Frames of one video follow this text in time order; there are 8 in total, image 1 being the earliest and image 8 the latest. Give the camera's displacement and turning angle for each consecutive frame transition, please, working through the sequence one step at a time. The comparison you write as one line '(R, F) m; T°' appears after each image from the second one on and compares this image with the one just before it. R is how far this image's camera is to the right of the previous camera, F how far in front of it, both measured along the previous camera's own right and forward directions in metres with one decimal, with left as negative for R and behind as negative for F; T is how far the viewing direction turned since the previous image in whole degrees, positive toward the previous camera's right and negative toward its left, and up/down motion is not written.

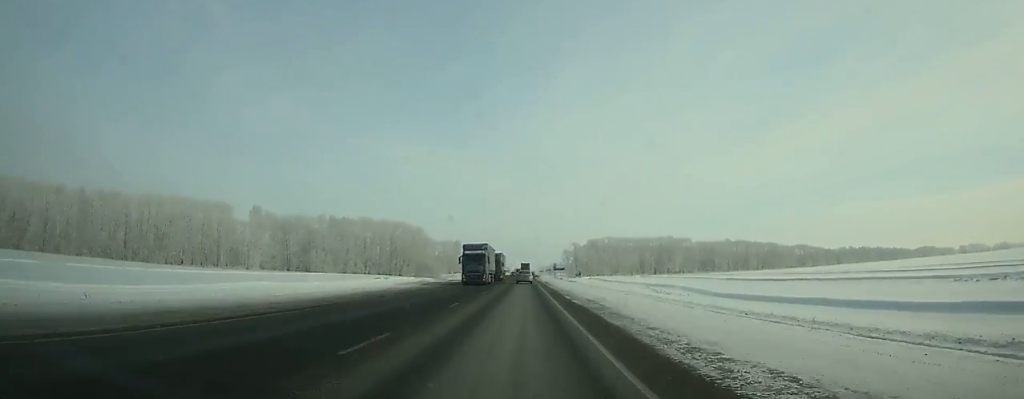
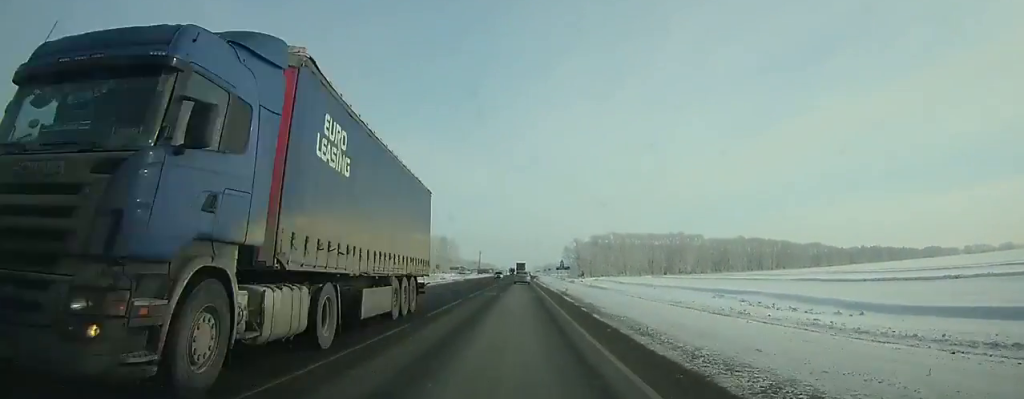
(0.0, +40.2) m; 0°
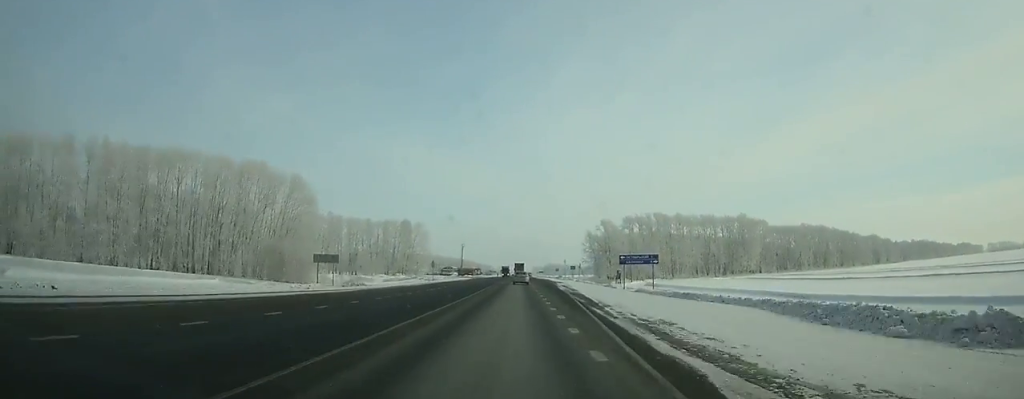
(+0.2, +101.2) m; 0°
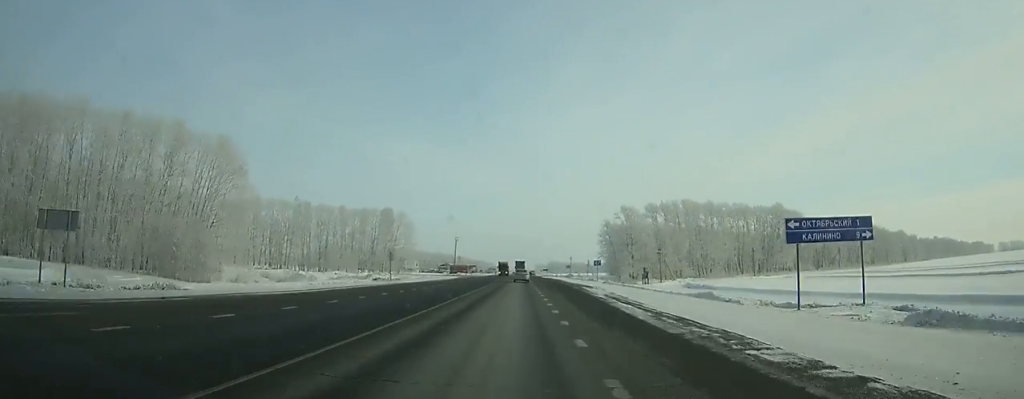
(0.0, +34.1) m; 0°
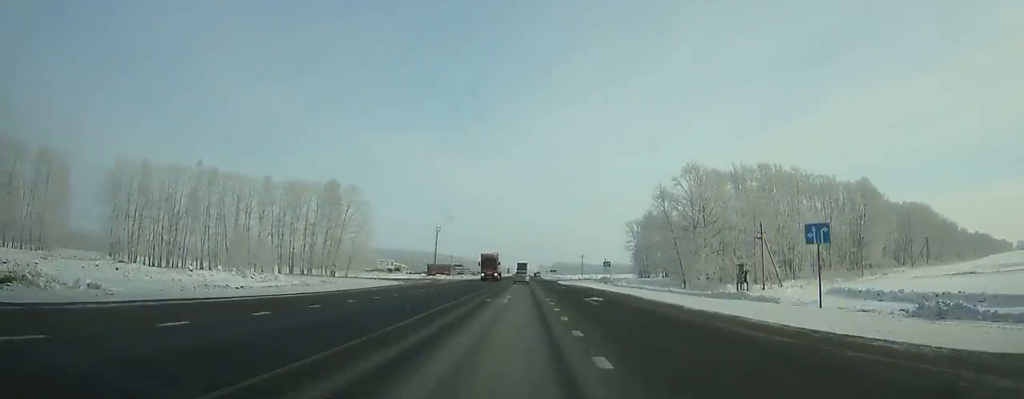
(-0.1, +56.9) m; 0°
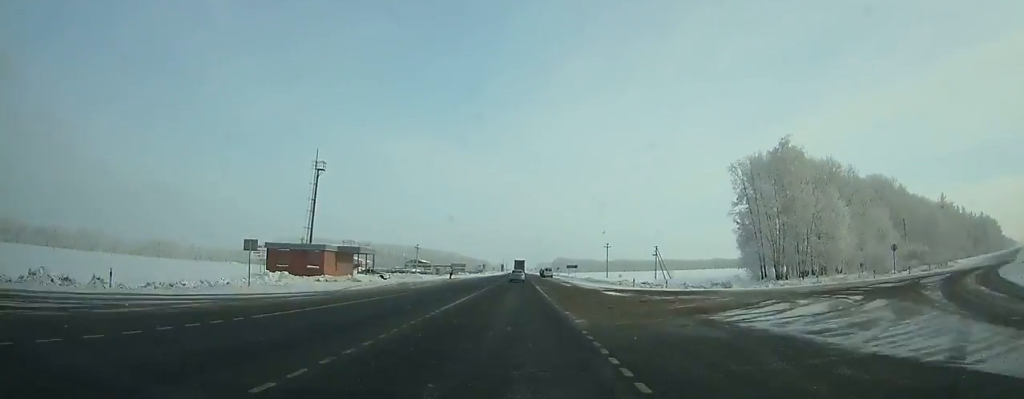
(-0.1, +99.9) m; 0°
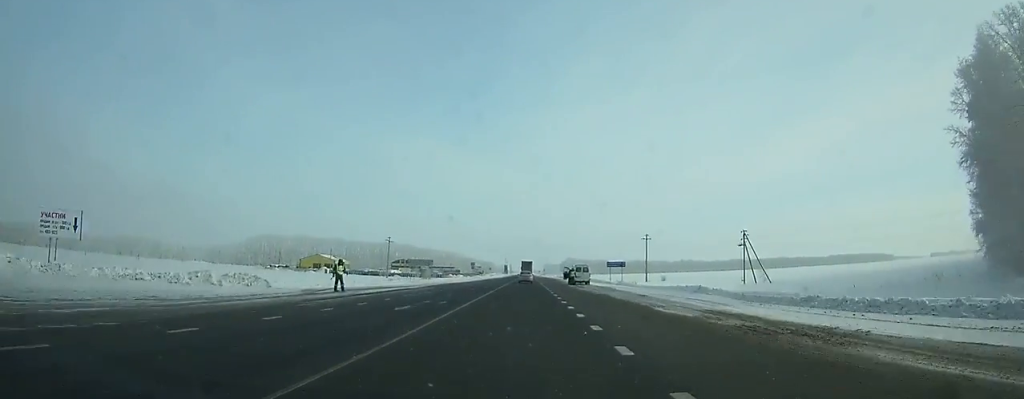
(0.0, +56.1) m; 0°
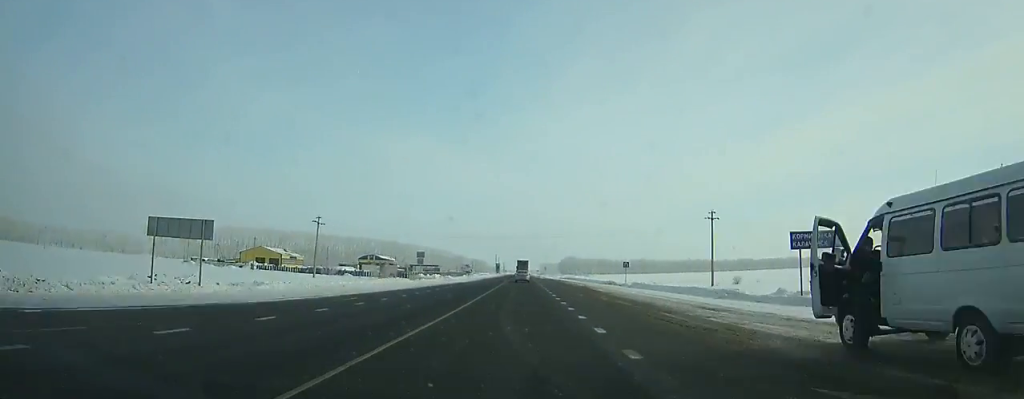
(+0.1, +54.4) m; 0°
